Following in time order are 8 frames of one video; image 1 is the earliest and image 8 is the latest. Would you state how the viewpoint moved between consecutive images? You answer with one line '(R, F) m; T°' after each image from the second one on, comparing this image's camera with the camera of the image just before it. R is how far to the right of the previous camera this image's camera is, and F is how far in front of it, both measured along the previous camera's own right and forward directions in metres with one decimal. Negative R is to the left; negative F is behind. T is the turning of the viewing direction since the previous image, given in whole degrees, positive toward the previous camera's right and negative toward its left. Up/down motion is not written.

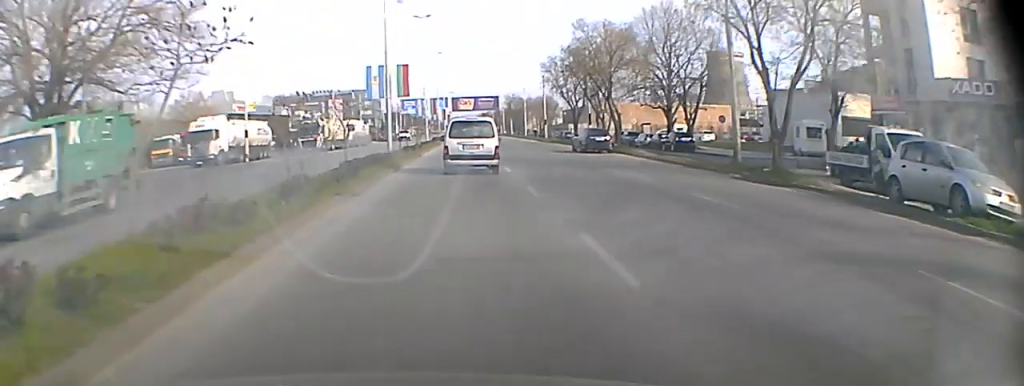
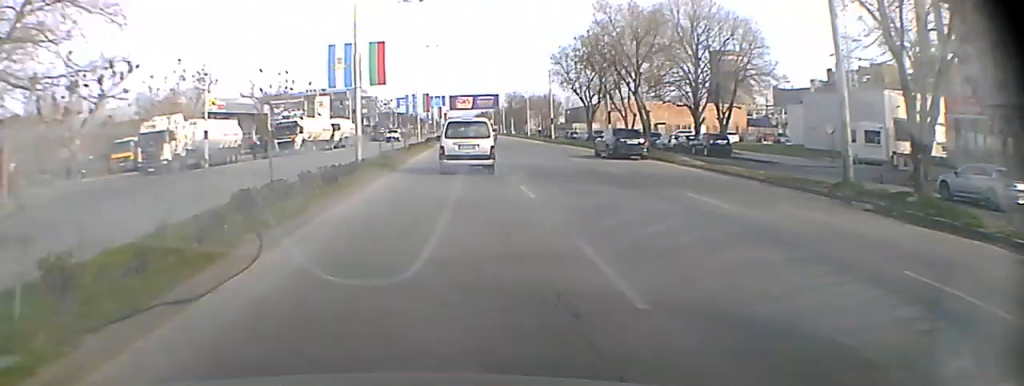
(0.0, +9.2) m; 0°
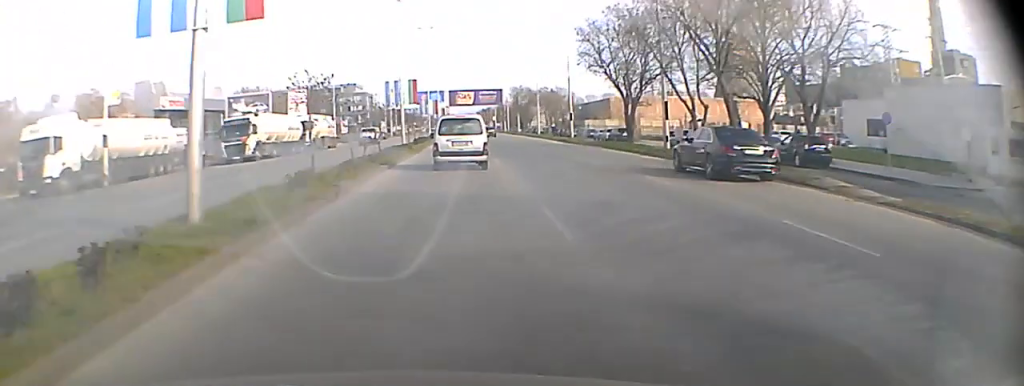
(0.0, +15.2) m; 0°
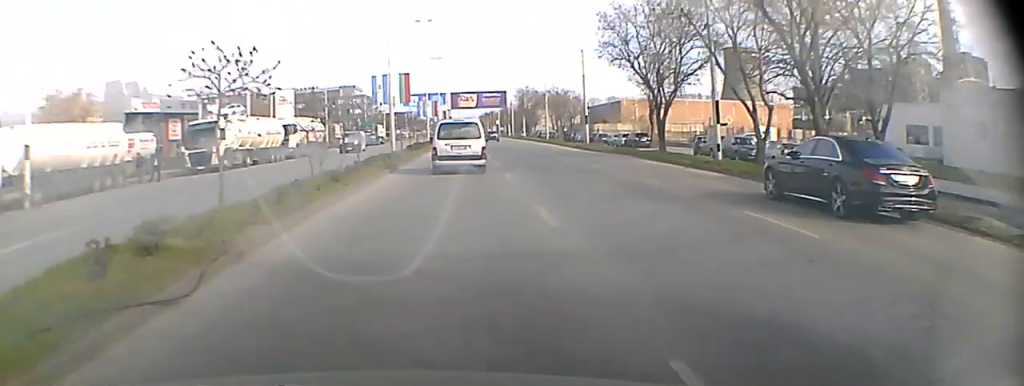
(0.0, +7.6) m; 0°
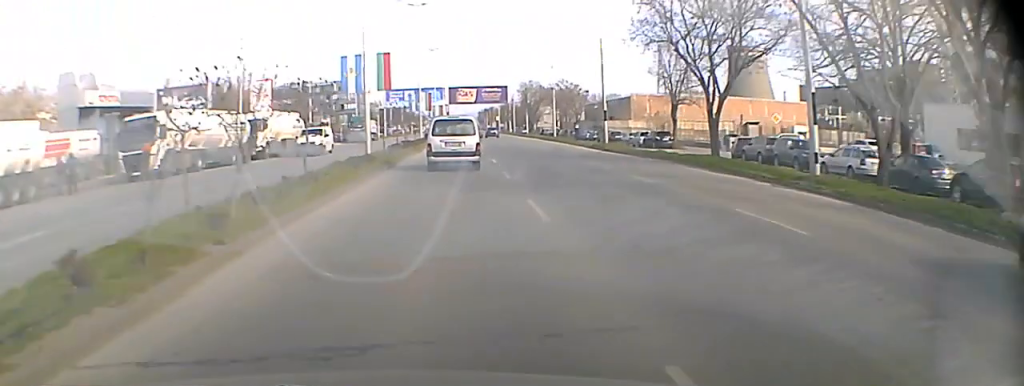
(0.0, +9.0) m; 0°
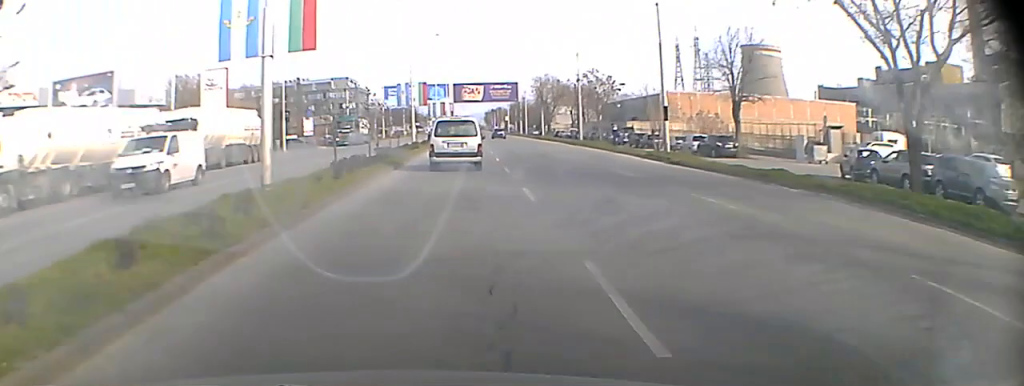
(0.0, +15.0) m; 0°
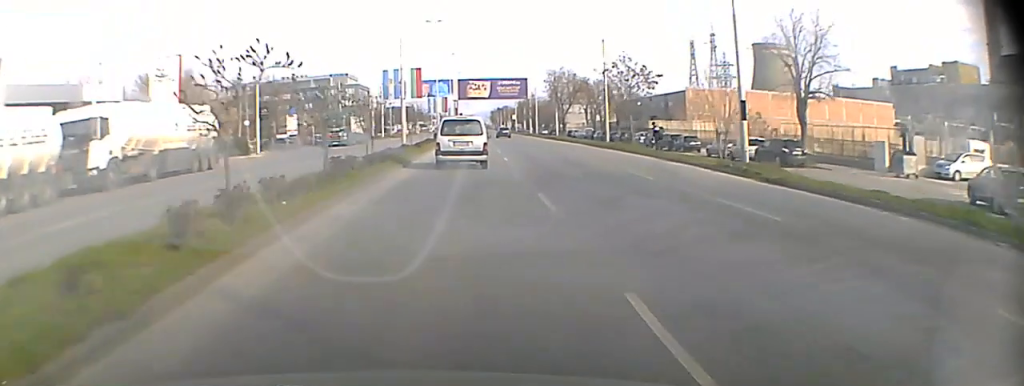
(0.0, +12.0) m; 0°
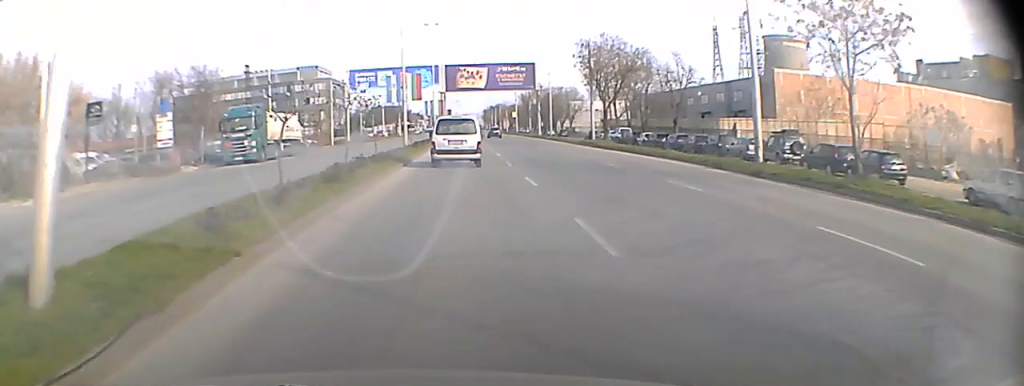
(-0.1, +31.5) m; 0°
